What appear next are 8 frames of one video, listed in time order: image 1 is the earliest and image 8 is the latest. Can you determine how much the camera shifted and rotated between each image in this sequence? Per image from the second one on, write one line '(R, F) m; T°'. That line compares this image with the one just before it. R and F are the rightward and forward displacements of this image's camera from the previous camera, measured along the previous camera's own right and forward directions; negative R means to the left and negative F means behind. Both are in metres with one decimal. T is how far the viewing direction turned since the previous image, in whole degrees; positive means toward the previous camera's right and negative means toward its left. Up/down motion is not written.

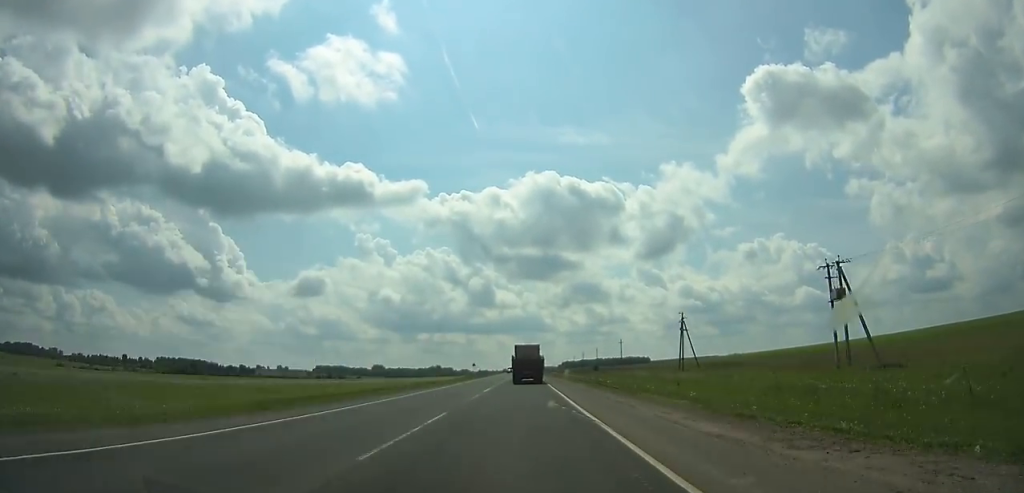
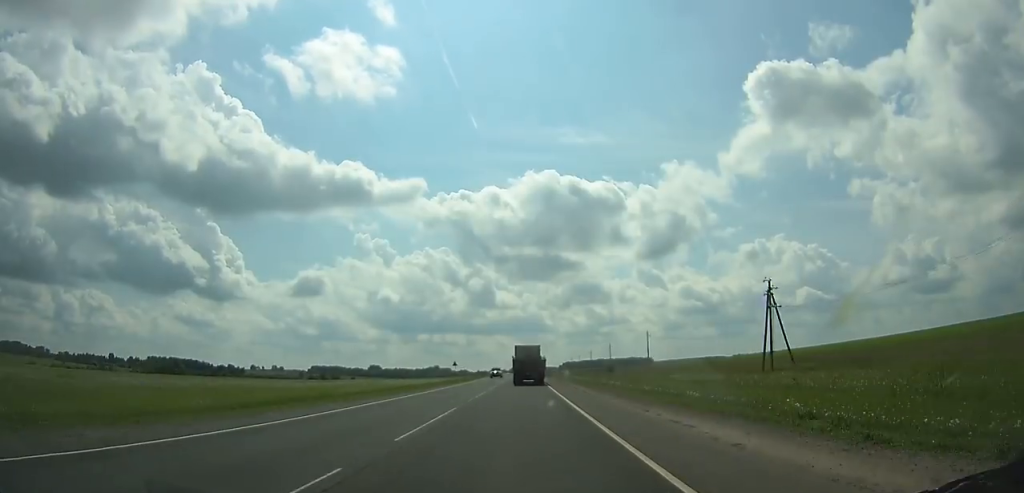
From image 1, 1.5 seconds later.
(0.0, +33.3) m; 0°
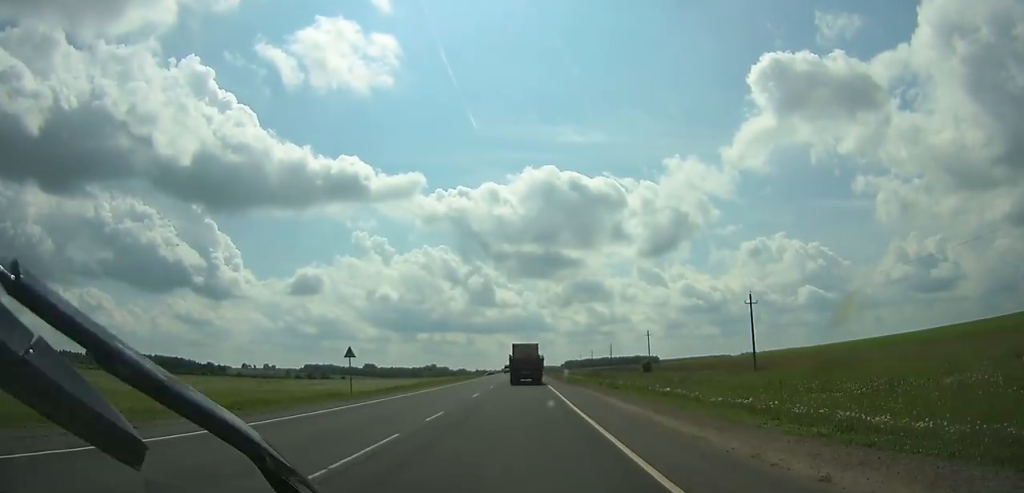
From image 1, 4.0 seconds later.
(0.0, +55.2) m; 0°
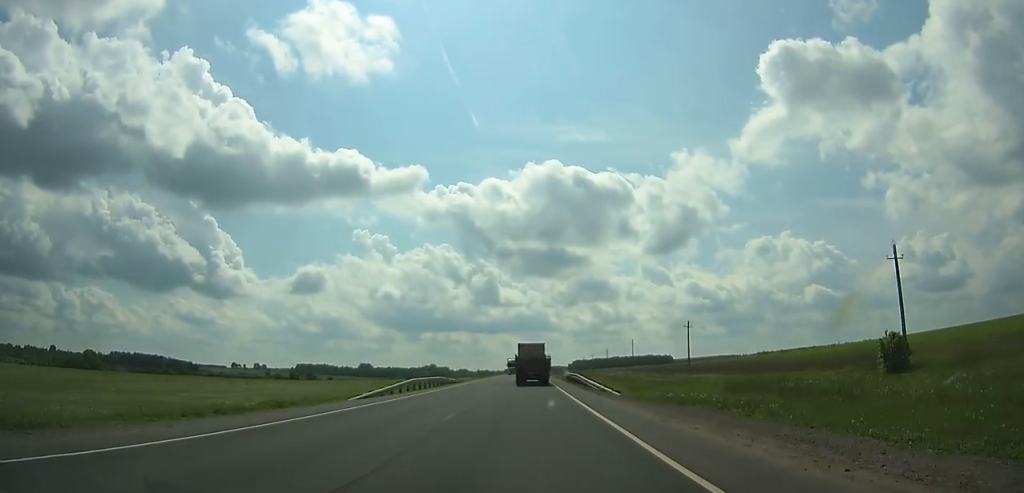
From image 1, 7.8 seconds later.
(-0.1, +83.4) m; 0°
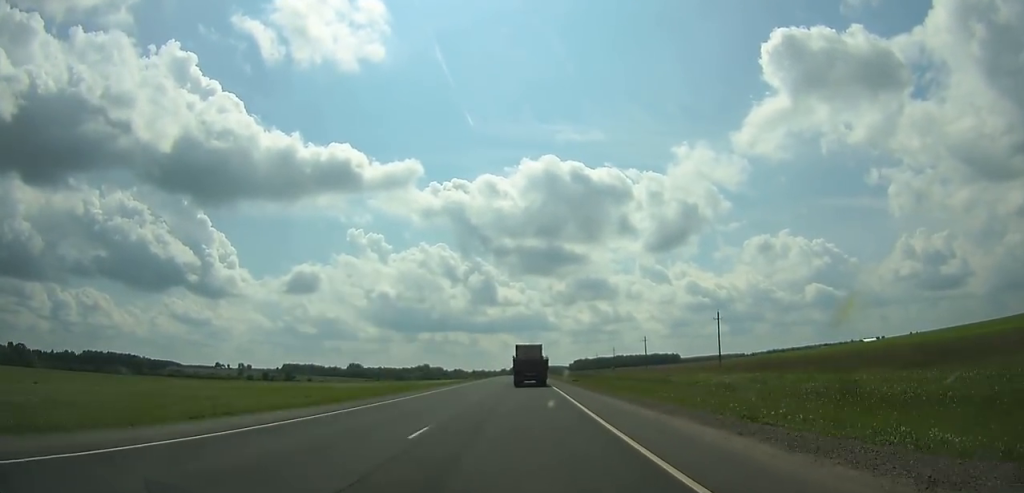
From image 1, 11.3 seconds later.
(+0.3, +76.8) m; 0°
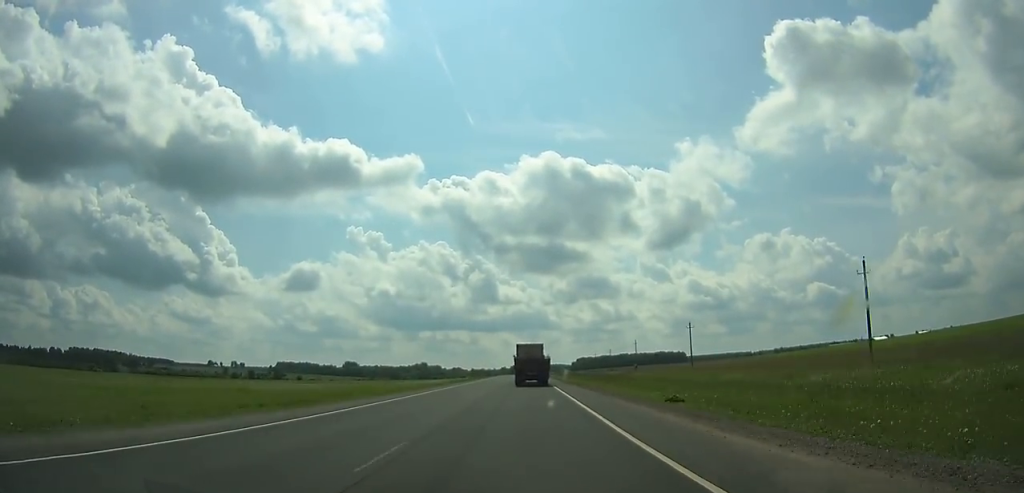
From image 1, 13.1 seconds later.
(-0.2, +40.0) m; 0°
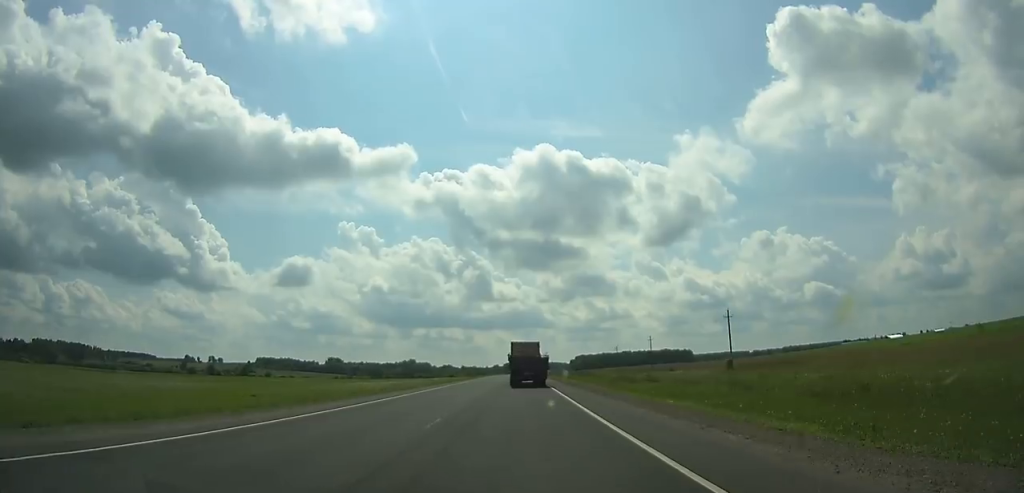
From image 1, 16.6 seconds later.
(-0.1, +78.6) m; 0°
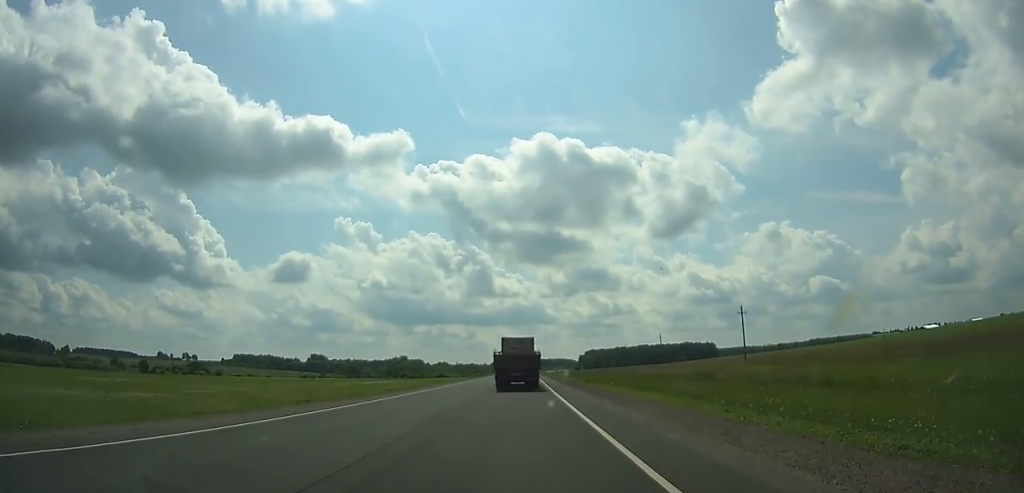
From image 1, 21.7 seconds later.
(-0.1, +116.0) m; 0°
